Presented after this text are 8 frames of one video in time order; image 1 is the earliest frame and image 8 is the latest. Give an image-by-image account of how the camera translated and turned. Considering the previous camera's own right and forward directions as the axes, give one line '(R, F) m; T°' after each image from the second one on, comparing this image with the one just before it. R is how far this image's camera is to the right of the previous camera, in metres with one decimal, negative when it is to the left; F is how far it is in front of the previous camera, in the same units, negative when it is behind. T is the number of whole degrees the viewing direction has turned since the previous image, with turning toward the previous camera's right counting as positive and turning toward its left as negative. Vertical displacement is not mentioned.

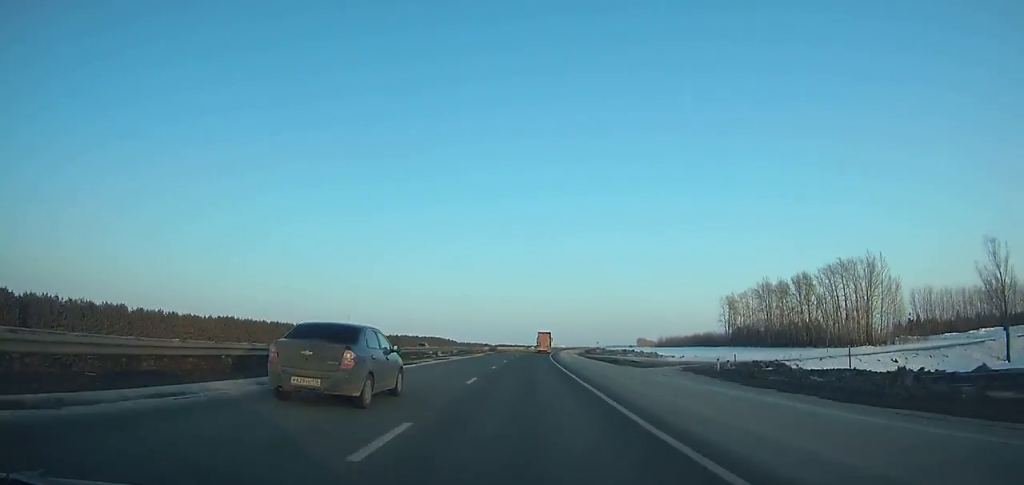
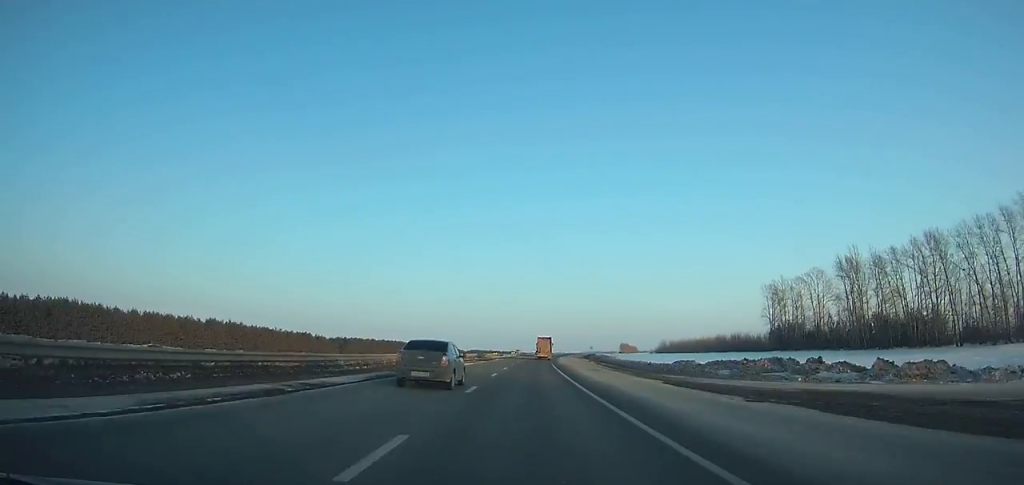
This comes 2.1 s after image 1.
(+1.1, +60.6) m; +3°
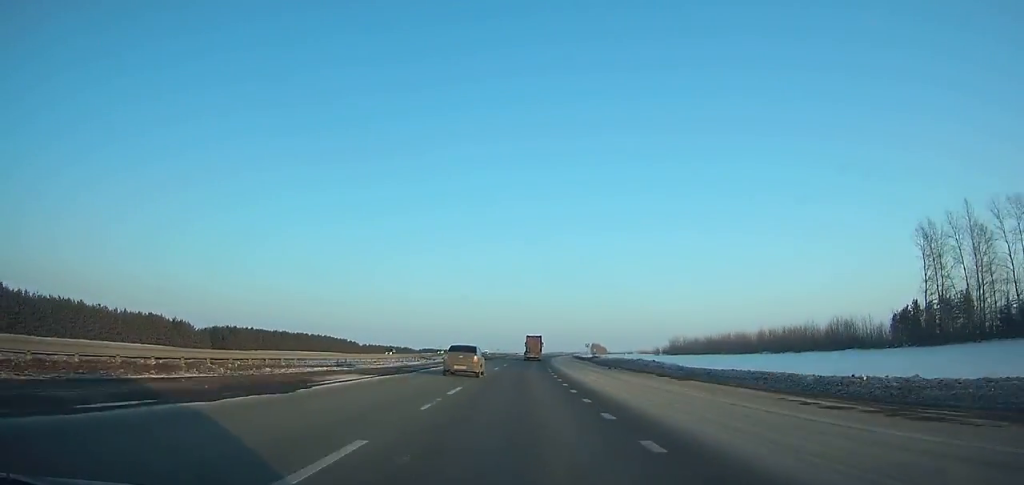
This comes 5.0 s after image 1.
(+2.7, +84.0) m; +4°
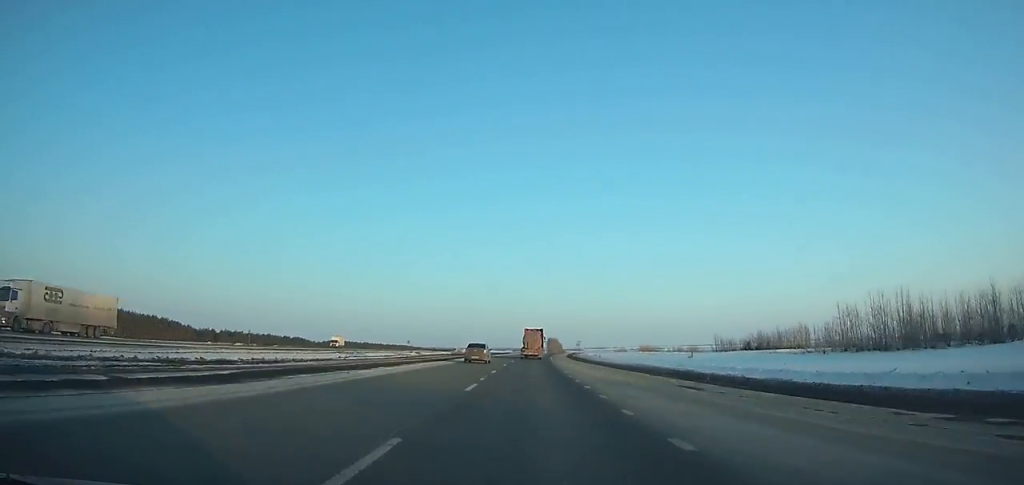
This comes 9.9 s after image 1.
(+6.9, +139.9) m; +5°
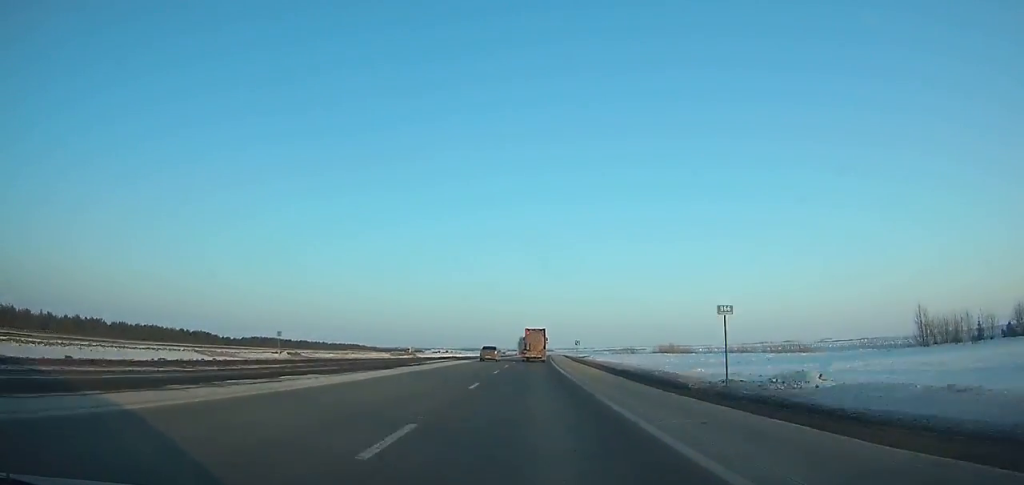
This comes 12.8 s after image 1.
(+2.2, +80.2) m; +2°
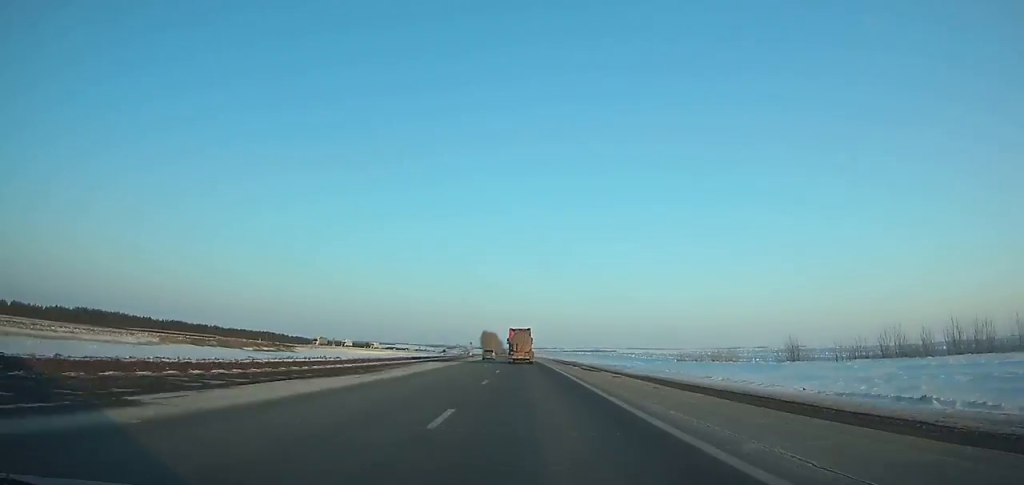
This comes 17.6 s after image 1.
(+2.0, +129.3) m; 0°
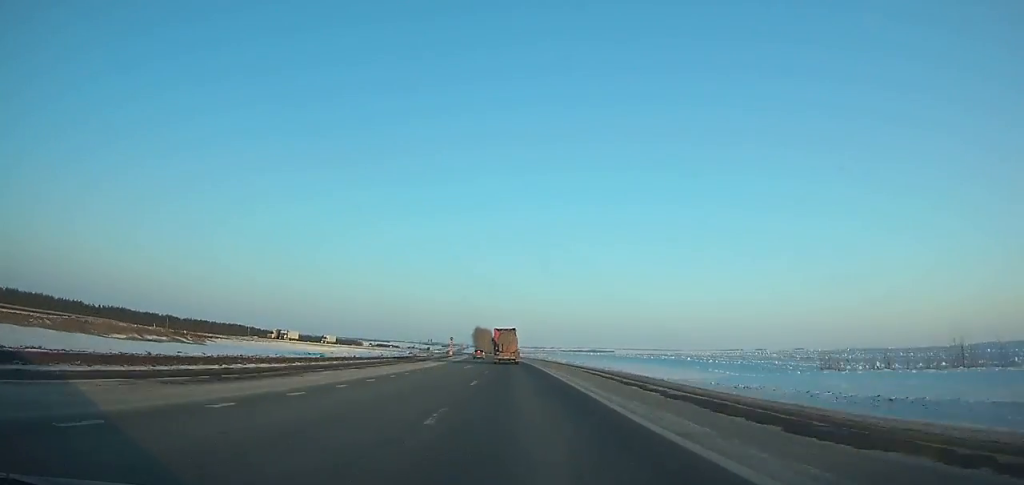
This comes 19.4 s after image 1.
(+0.4, +48.1) m; -1°
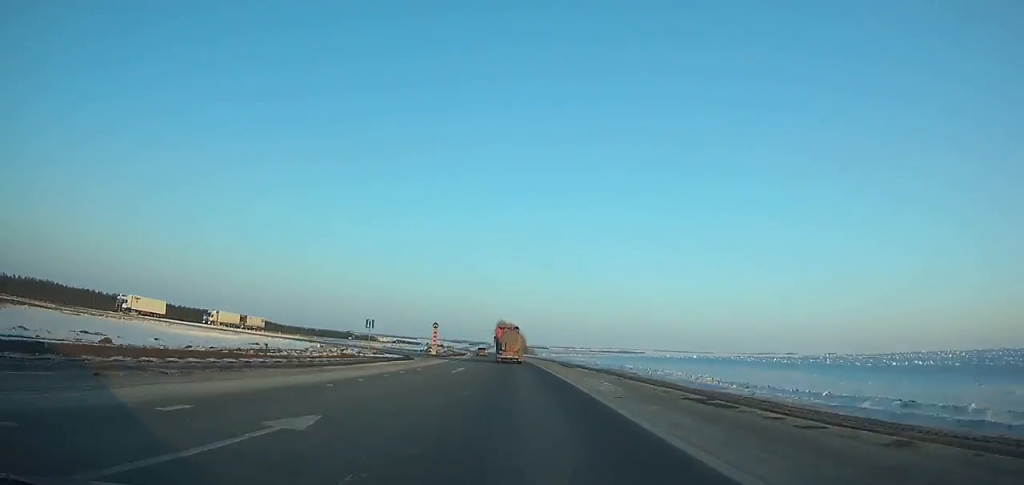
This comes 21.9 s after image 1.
(-1.6, +67.3) m; -3°
